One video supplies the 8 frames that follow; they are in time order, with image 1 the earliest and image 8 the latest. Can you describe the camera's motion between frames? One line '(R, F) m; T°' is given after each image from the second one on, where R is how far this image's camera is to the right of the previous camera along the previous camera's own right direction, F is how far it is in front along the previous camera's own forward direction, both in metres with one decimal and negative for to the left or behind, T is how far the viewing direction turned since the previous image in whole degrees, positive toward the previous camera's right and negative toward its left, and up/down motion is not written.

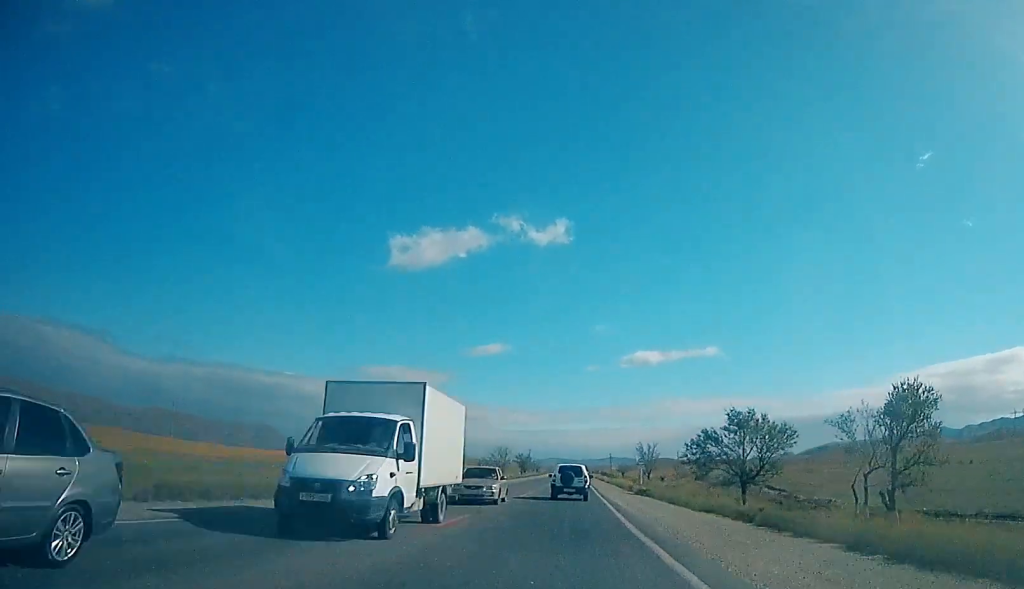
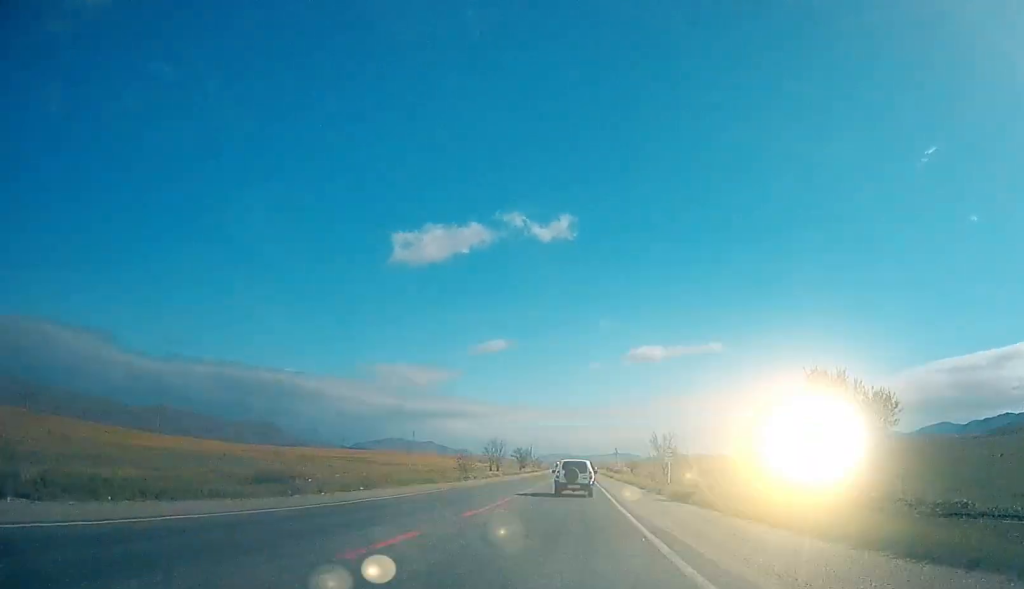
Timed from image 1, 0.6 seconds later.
(+0.9, +15.9) m; 0°
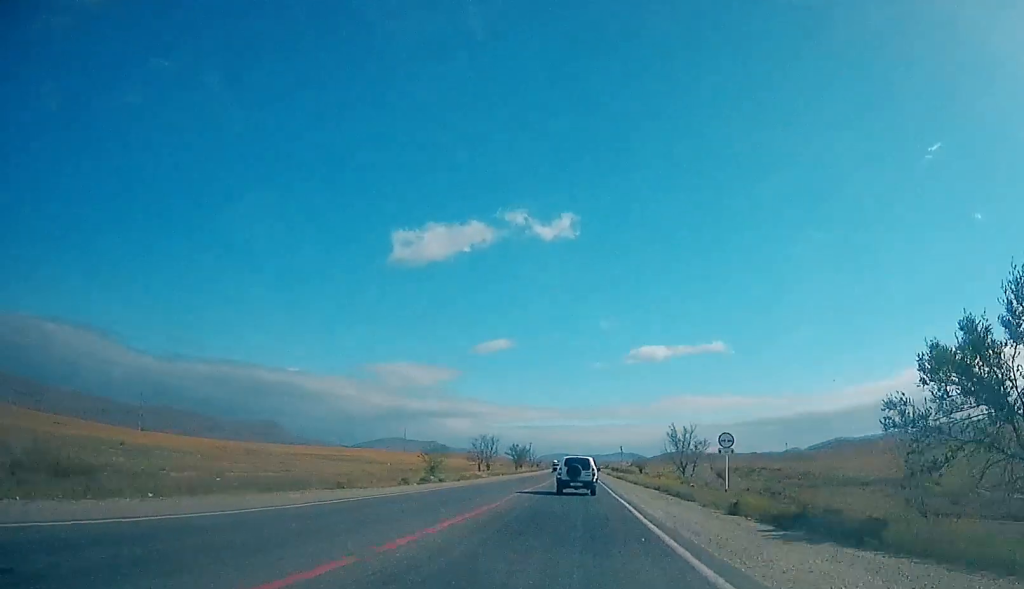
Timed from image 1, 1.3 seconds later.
(-0.7, +15.8) m; 0°
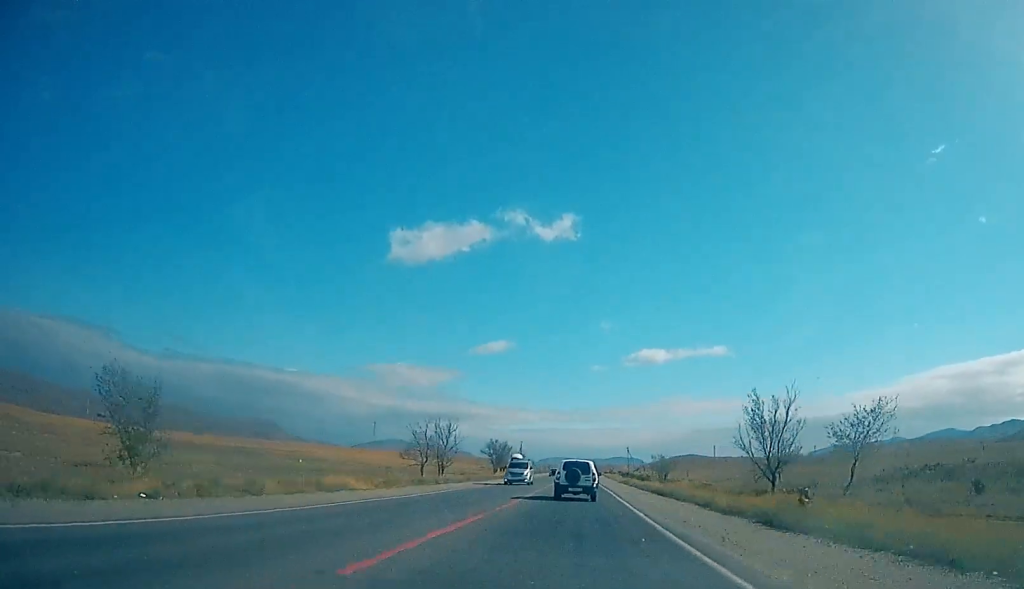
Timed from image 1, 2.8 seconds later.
(+0.4, +37.4) m; 0°
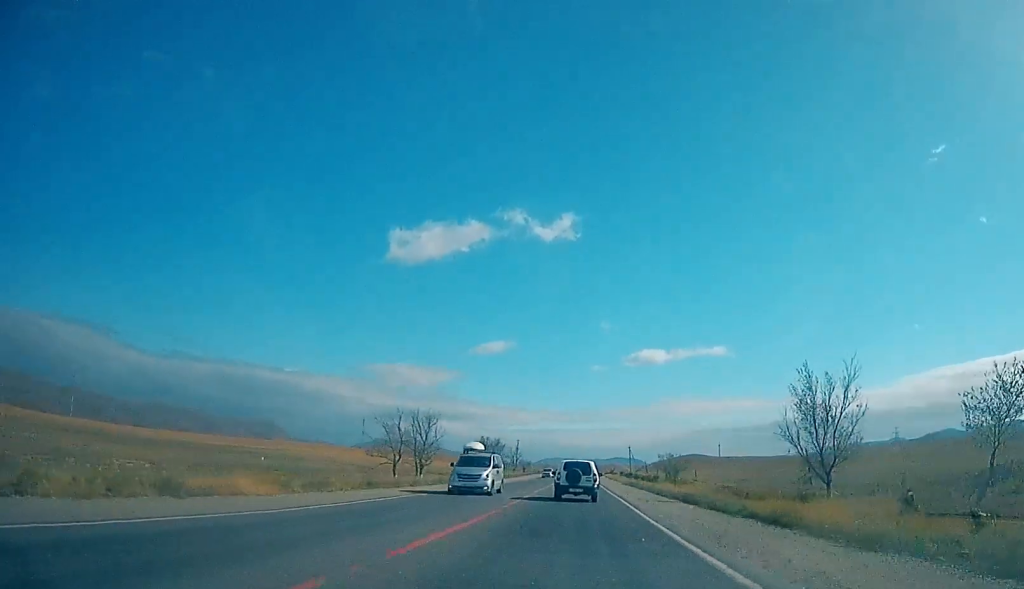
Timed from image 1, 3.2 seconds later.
(-0.5, +10.0) m; -1°
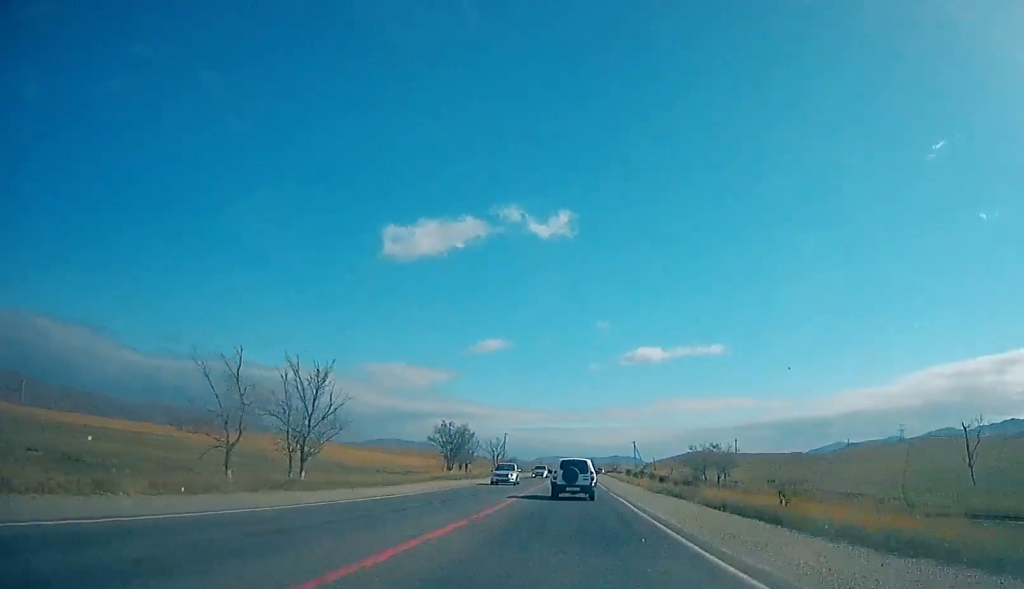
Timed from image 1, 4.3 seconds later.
(-0.8, +28.3) m; 0°
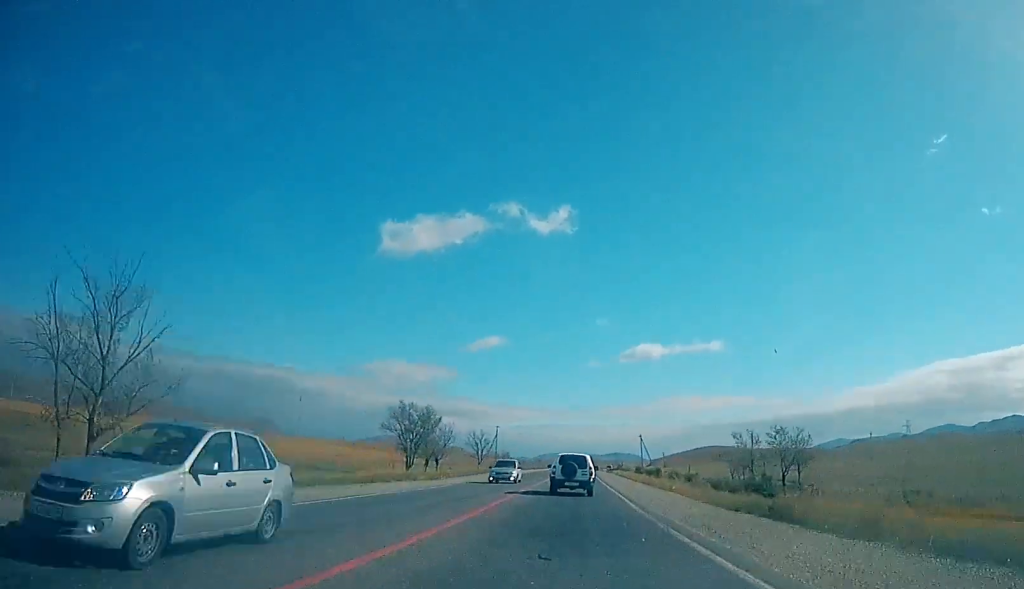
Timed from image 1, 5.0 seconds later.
(+0.3, +18.2) m; +1°
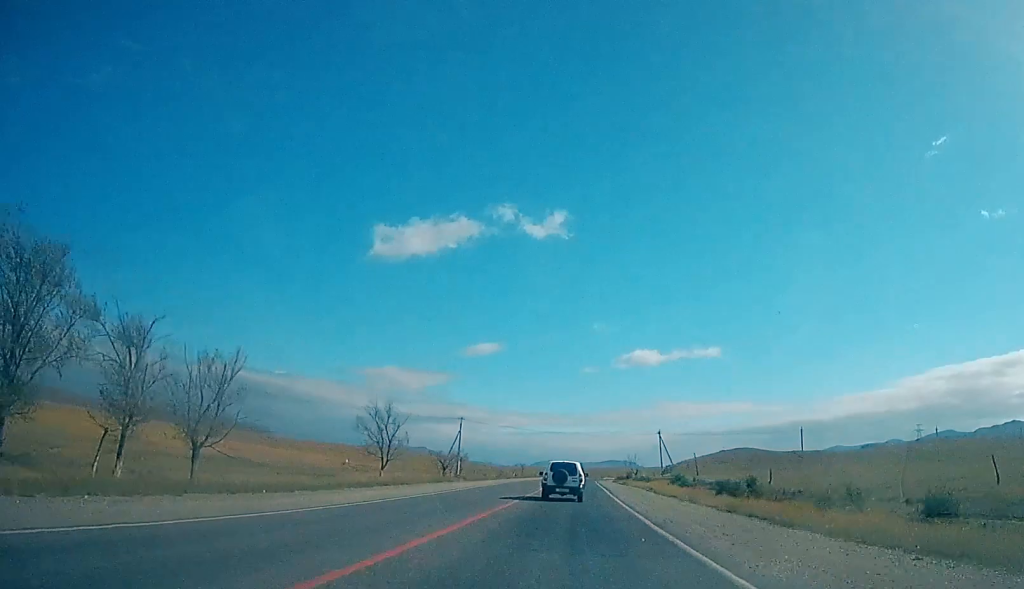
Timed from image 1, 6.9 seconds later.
(-0.5, +44.9) m; -1°
